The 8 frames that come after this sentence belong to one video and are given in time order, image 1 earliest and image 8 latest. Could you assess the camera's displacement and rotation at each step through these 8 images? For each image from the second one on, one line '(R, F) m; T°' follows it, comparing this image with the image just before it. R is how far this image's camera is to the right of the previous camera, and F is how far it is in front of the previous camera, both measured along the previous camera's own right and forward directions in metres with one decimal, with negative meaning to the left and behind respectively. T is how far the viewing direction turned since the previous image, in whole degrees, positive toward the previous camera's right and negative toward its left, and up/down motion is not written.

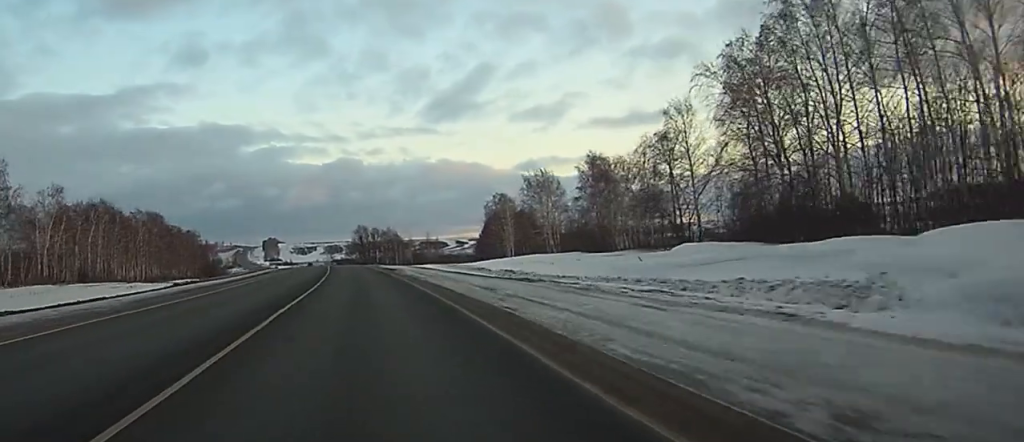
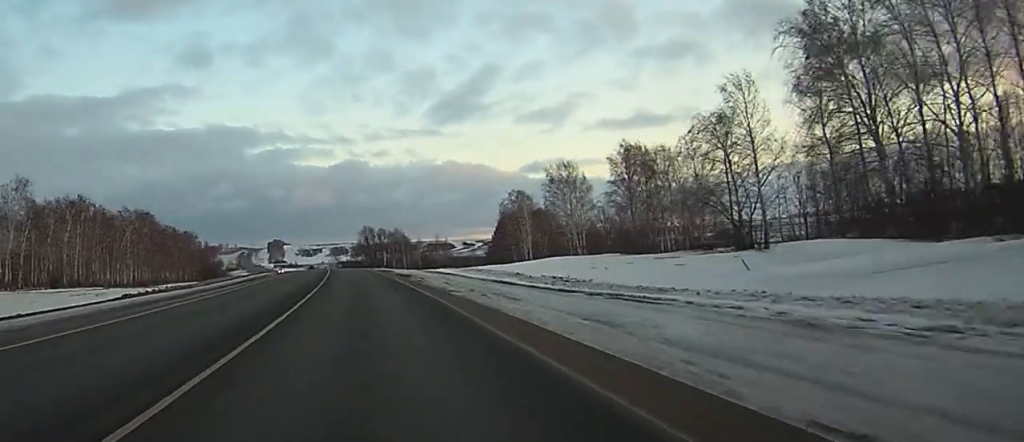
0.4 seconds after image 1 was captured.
(0.0, +13.1) m; 0°
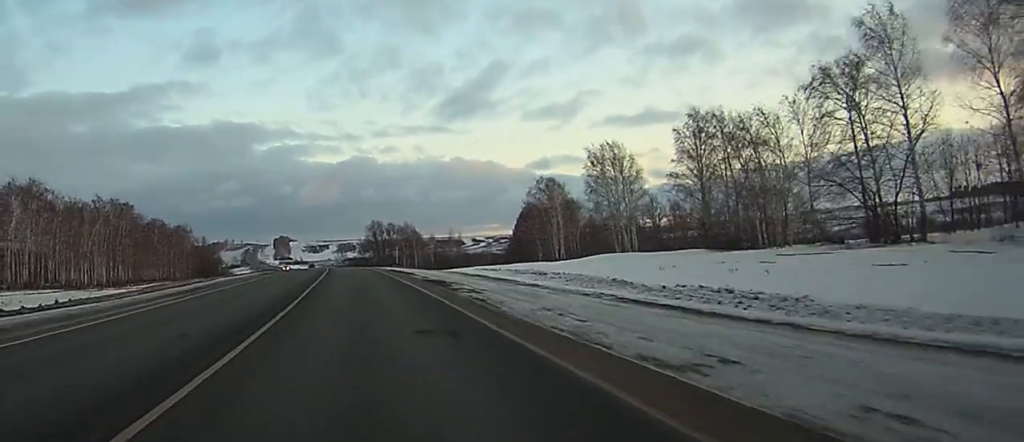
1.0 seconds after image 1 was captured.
(-0.1, +20.7) m; -1°
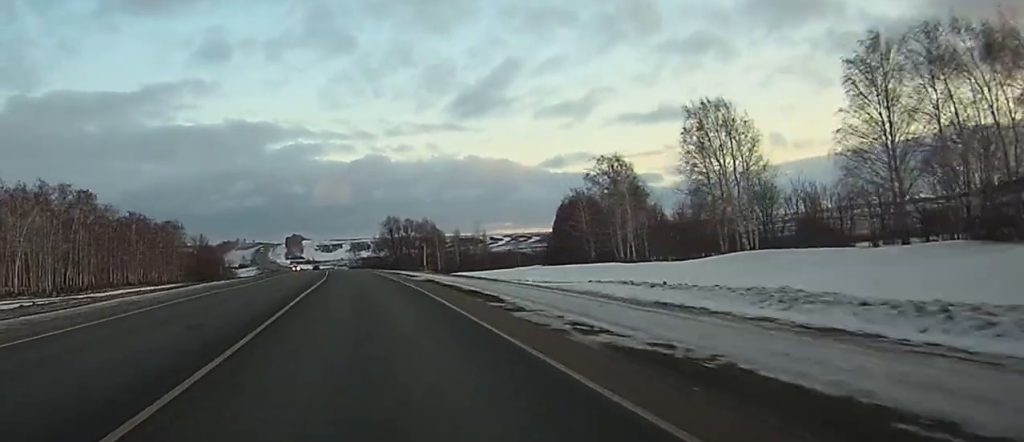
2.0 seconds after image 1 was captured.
(-0.2, +30.5) m; -1°
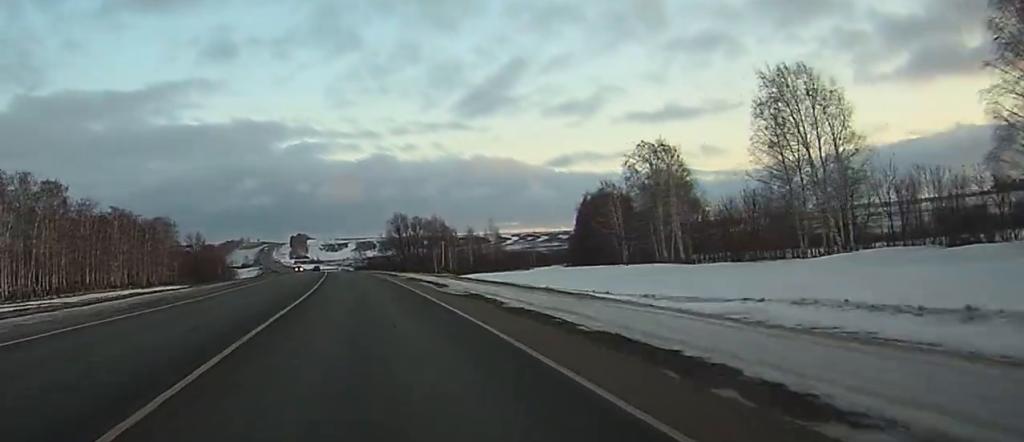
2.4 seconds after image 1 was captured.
(0.0, +15.3) m; 0°
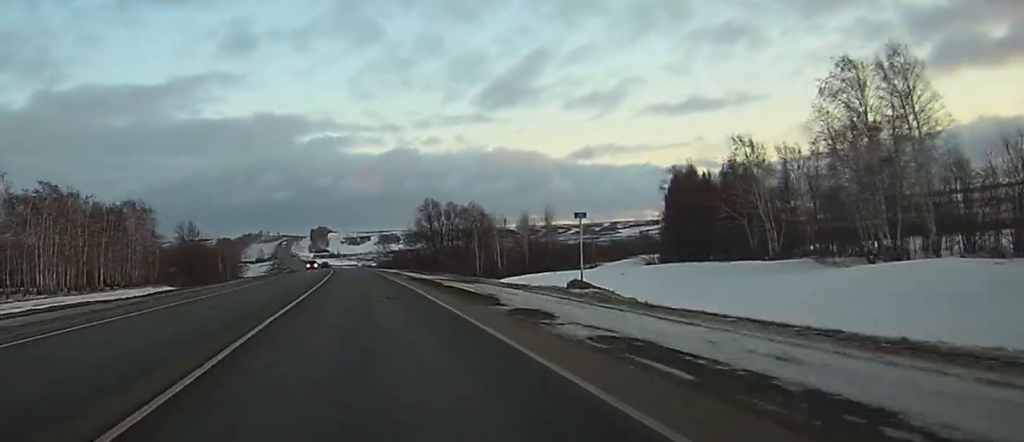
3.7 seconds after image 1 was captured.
(-0.5, +42.7) m; -2°
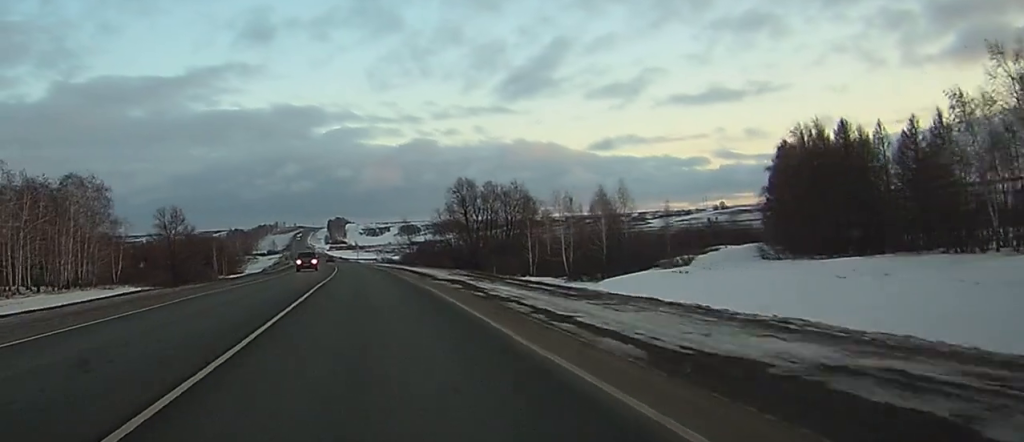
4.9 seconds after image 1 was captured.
(-0.7, +39.4) m; -2°
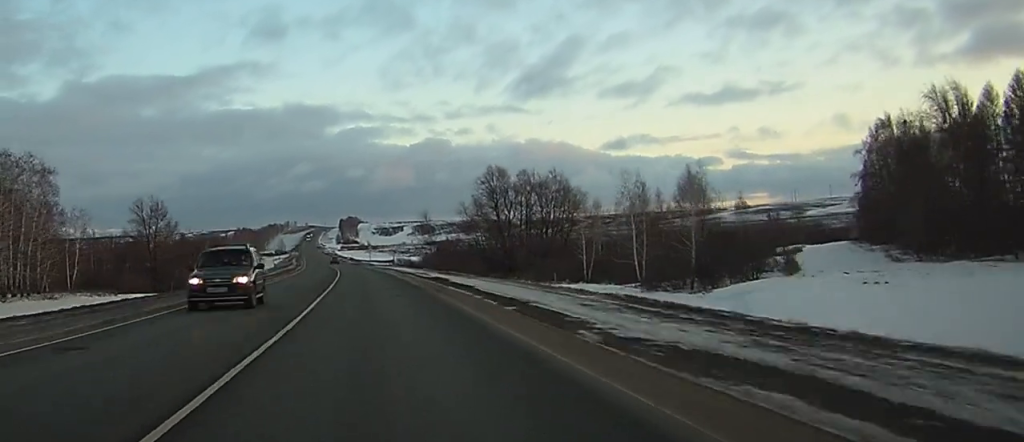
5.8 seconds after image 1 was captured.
(-0.2, +27.5) m; -1°
